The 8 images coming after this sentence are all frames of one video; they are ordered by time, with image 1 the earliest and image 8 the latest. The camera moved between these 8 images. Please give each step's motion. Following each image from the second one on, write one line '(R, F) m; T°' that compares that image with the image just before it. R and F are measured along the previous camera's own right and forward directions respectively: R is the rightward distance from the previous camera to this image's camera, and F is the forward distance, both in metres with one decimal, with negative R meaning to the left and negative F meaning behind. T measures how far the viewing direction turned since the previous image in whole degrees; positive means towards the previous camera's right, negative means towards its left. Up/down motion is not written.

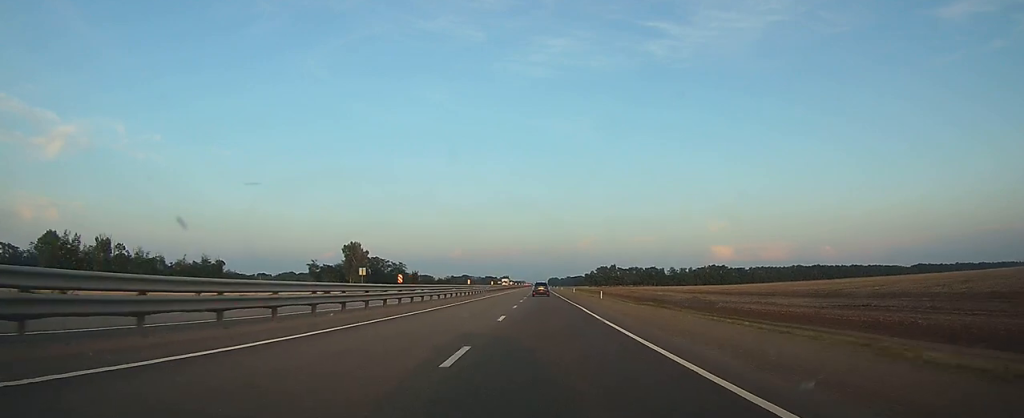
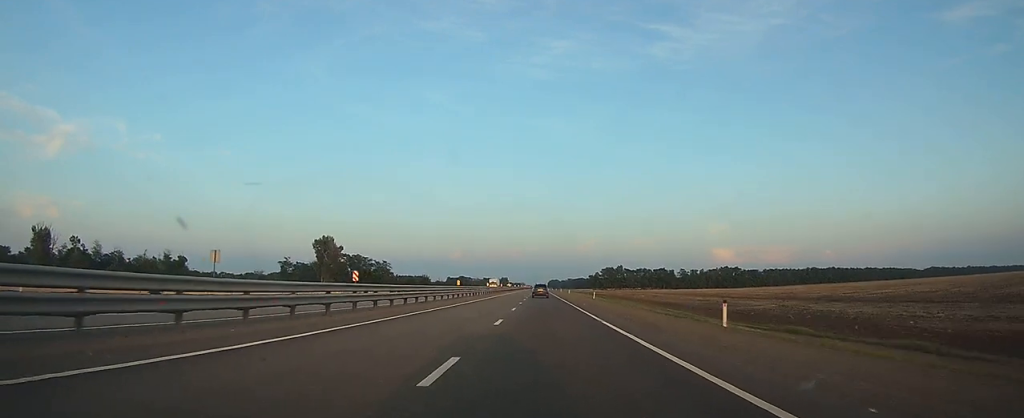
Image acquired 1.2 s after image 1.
(0.0, +37.1) m; 0°
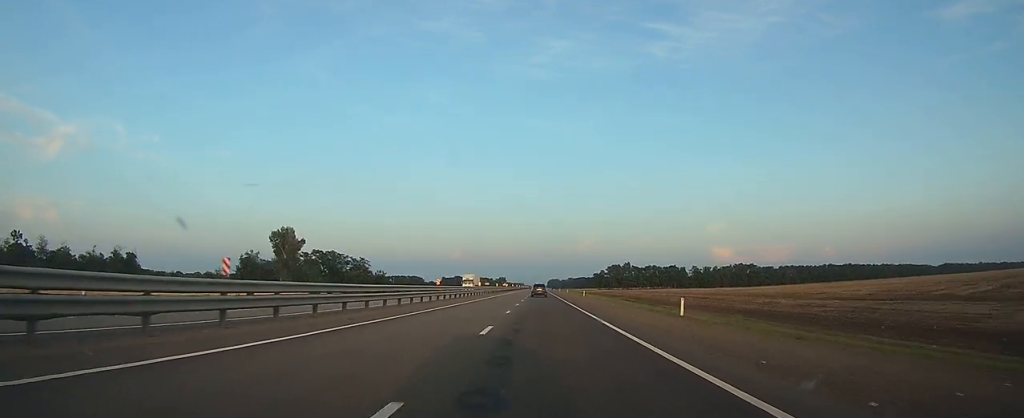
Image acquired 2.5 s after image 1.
(+0.1, +39.4) m; 0°
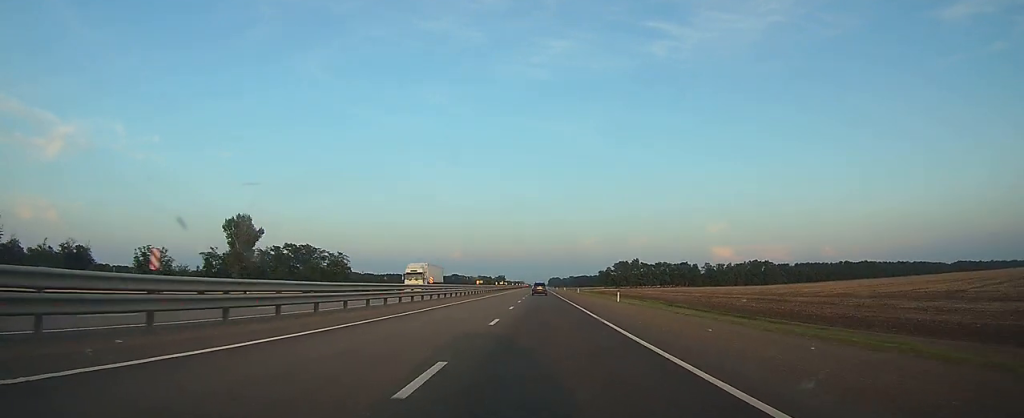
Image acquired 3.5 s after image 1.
(+0.1, +32.3) m; 0°
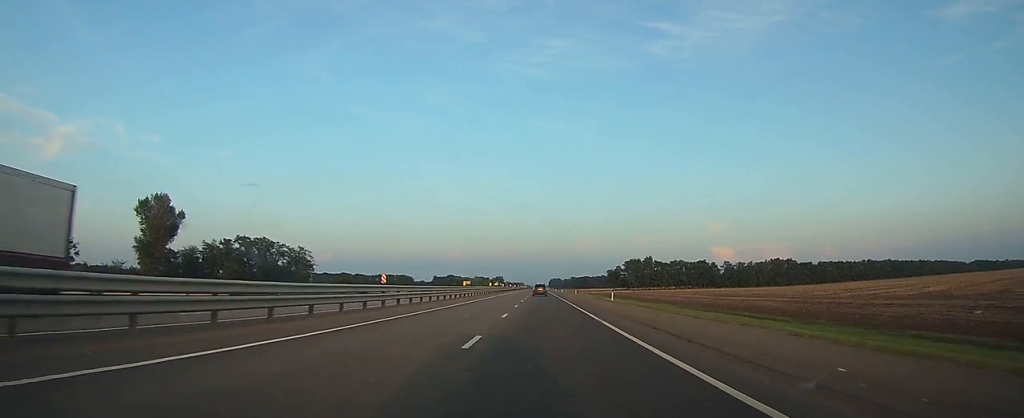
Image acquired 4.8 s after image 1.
(+0.1, +42.0) m; 0°
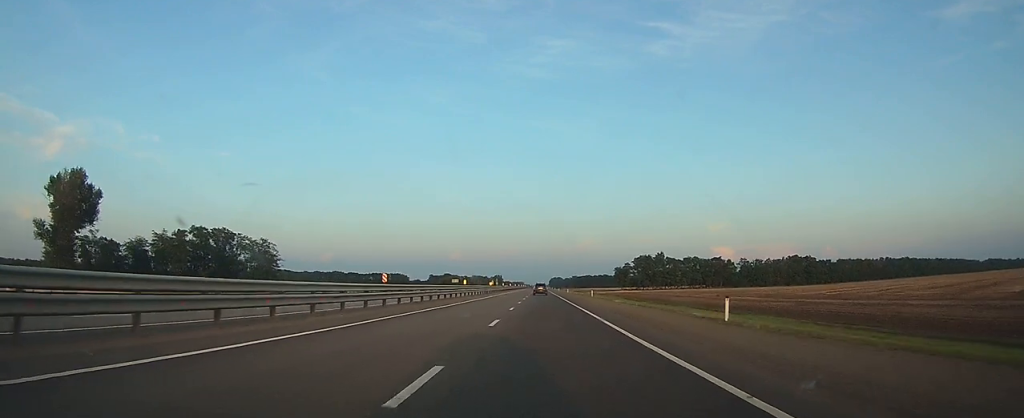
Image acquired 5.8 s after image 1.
(-0.1, +29.5) m; 0°
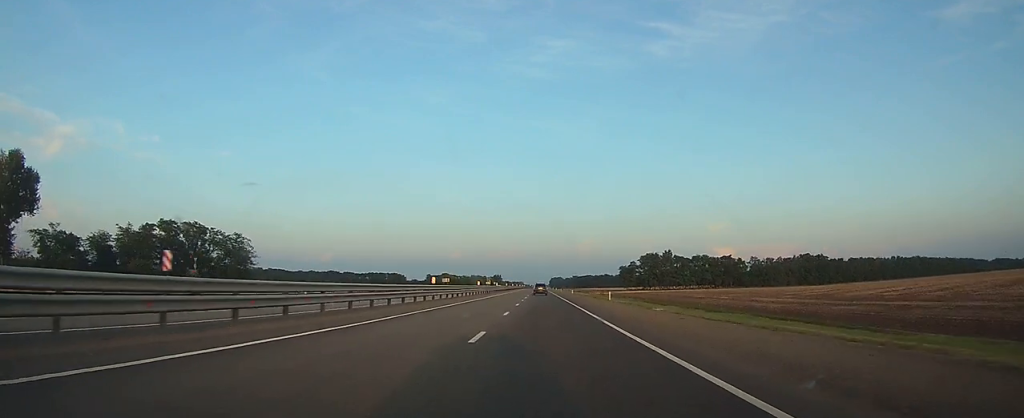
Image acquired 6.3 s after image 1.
(0.0, +16.9) m; 0°
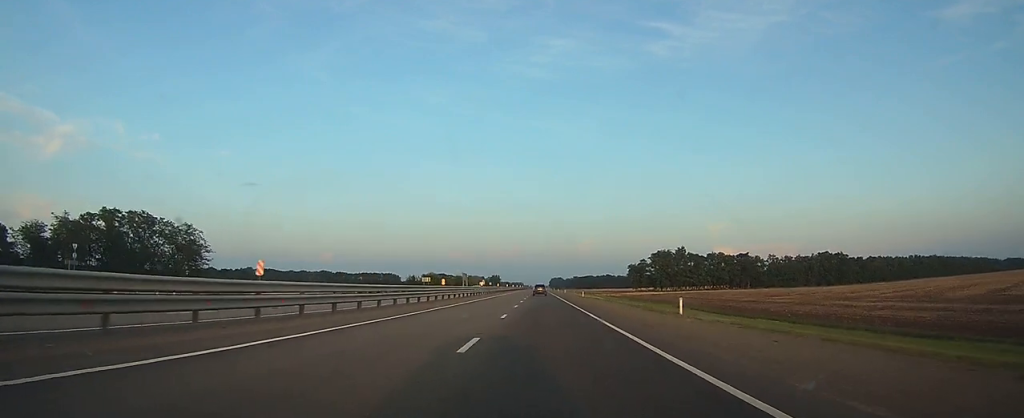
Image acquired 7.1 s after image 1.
(0.0, +25.5) m; 0°
